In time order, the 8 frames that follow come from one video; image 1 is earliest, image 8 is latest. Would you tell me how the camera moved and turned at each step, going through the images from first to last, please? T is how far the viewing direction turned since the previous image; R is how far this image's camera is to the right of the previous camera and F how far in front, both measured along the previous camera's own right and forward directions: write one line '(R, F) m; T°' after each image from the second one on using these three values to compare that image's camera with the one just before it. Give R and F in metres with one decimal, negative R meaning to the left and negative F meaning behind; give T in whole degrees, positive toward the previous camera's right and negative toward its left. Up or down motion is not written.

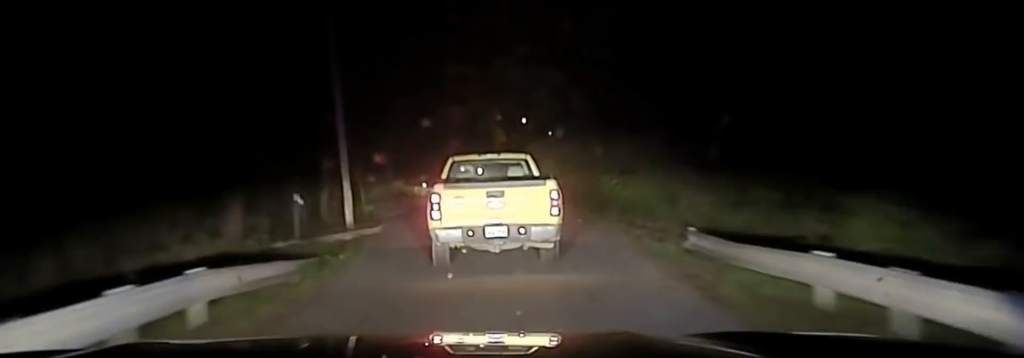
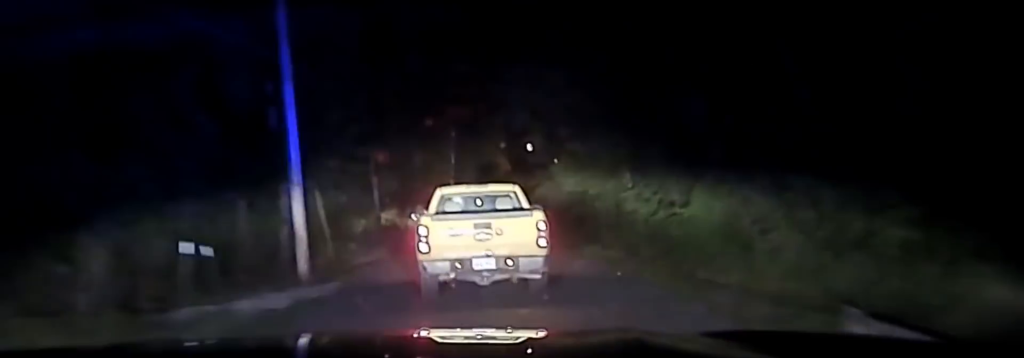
(0.0, +7.7) m; 0°
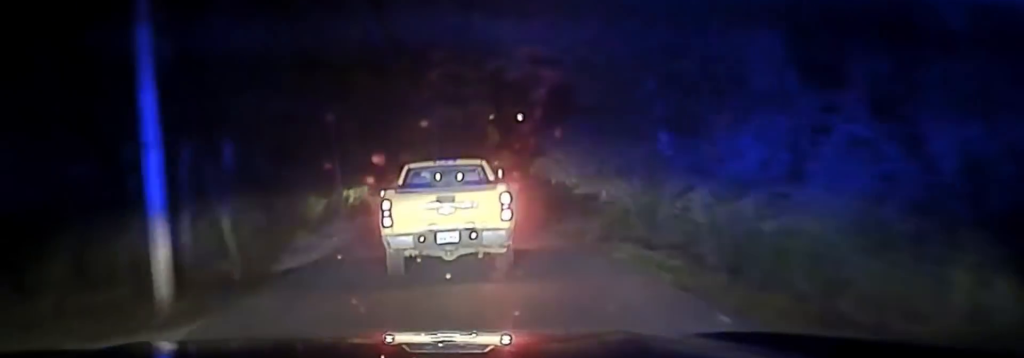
(0.0, +8.4) m; 0°
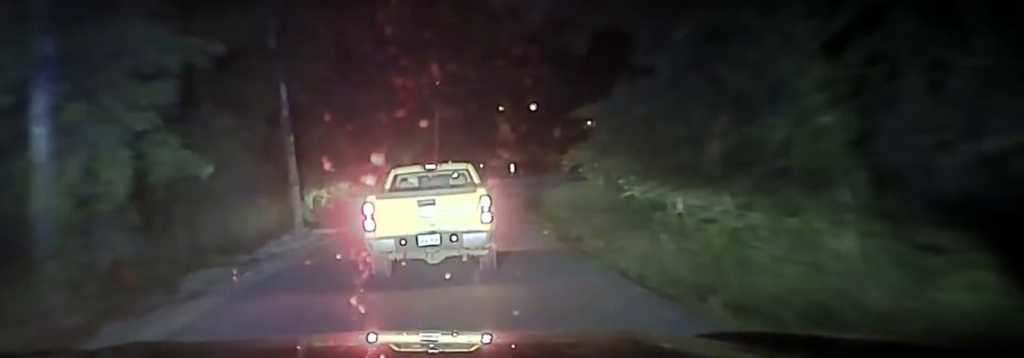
(0.0, +12.5) m; +1°
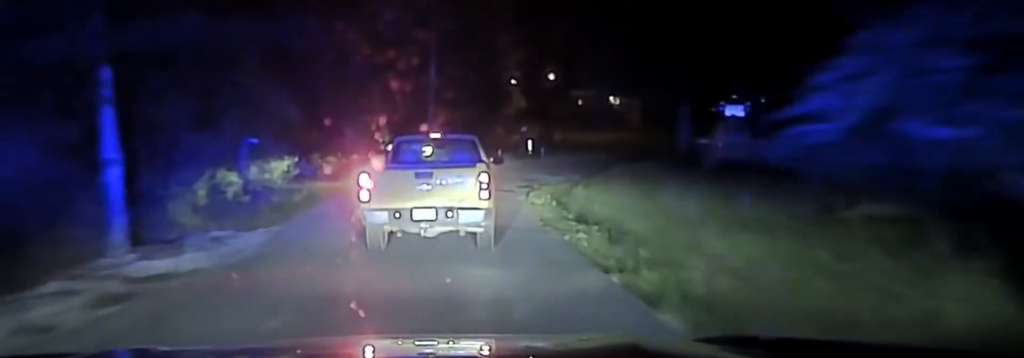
(+0.2, +16.5) m; 0°
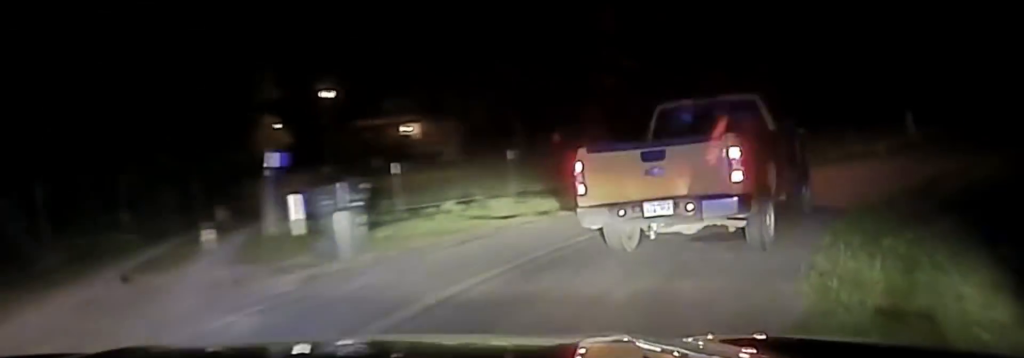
(+2.6, +33.4) m; +20°
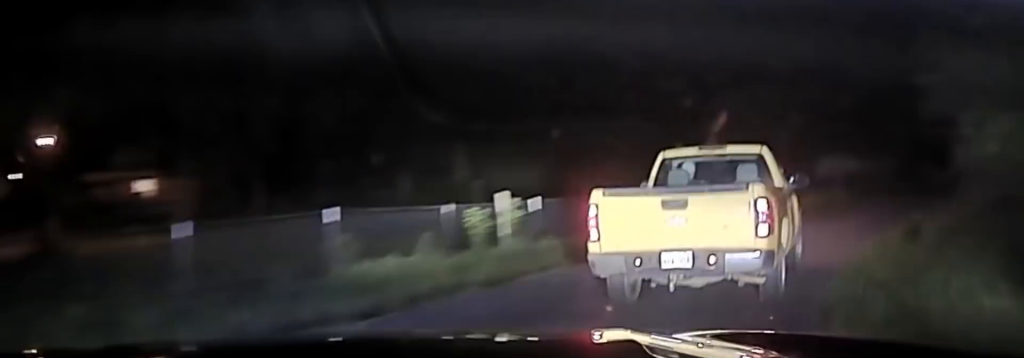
(+0.9, +7.9) m; +8°
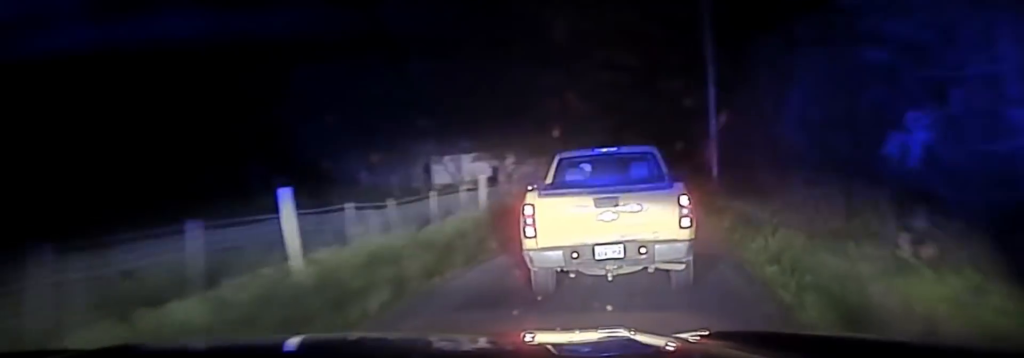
(+3.9, +17.2) m; +31°
